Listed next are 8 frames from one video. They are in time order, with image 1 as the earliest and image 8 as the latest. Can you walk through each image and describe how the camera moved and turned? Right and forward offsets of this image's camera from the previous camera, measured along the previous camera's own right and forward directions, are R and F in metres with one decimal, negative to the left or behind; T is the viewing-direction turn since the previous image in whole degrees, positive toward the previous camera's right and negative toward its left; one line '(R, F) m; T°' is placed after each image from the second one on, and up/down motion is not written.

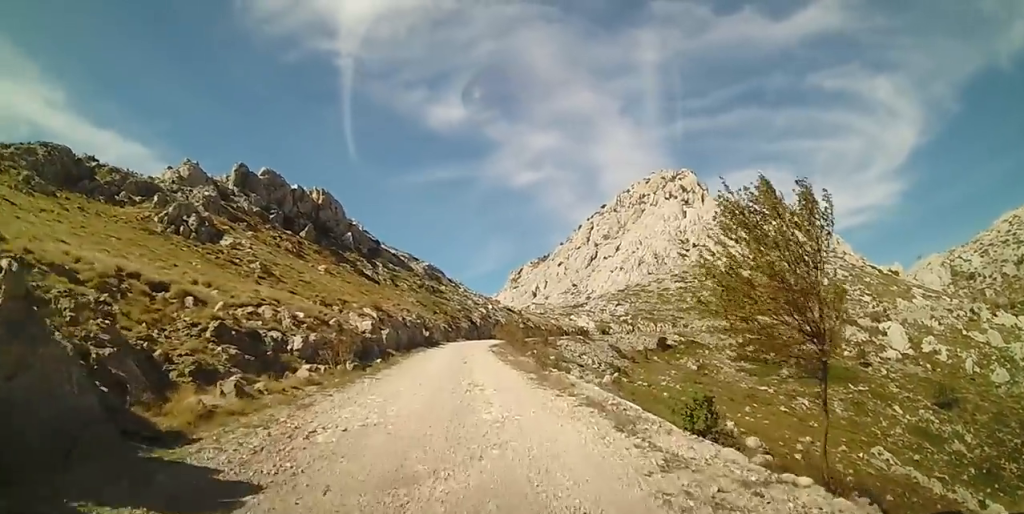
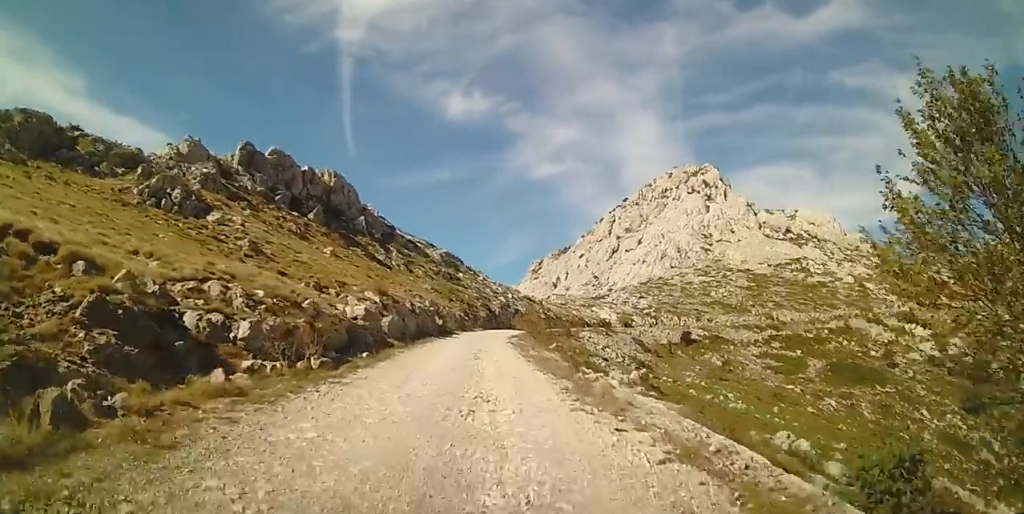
(-0.6, +4.4) m; -2°
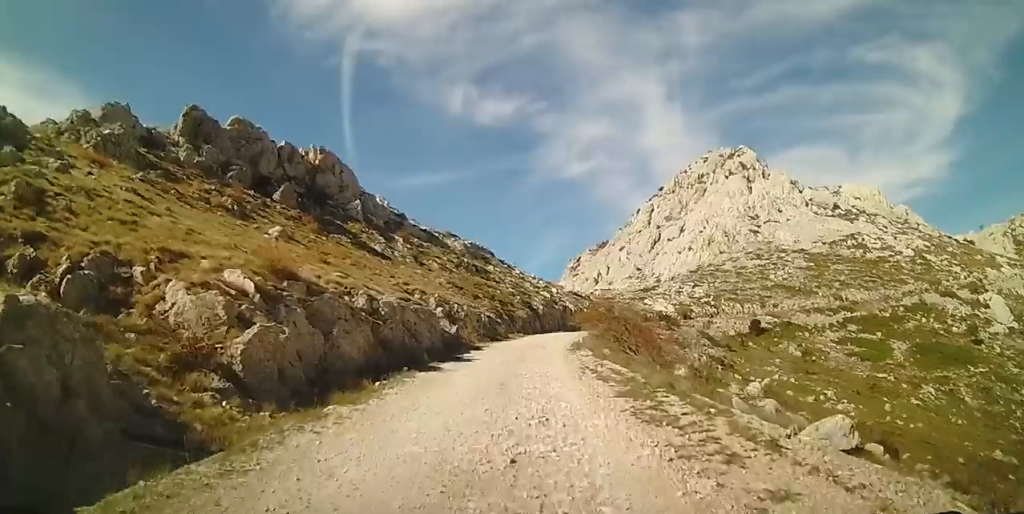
(-0.5, +18.7) m; -1°
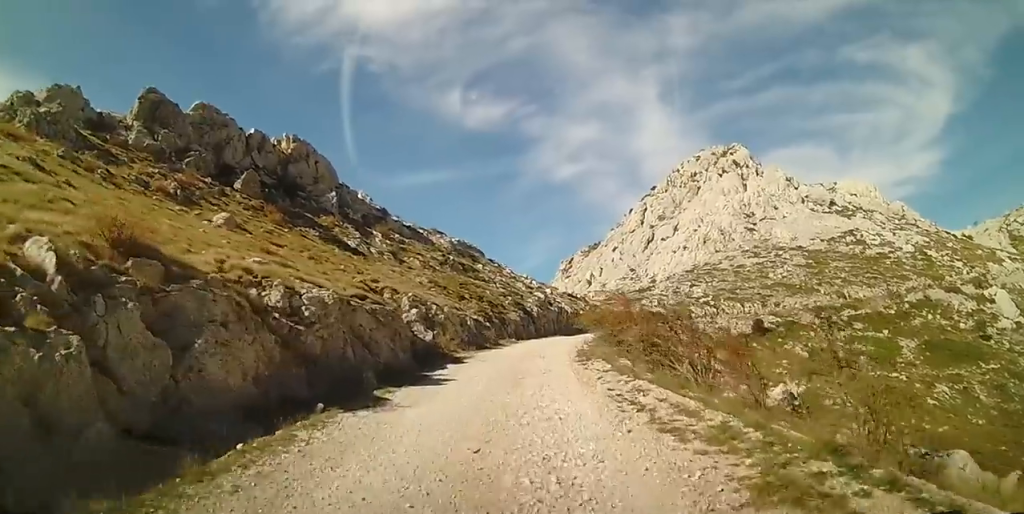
(+0.3, +5.5) m; 0°
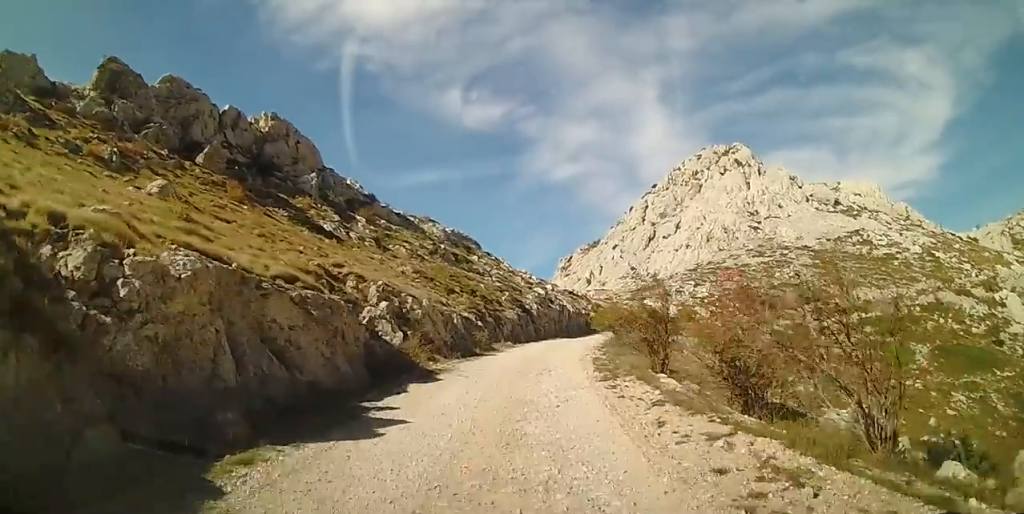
(-0.4, +5.4) m; 0°
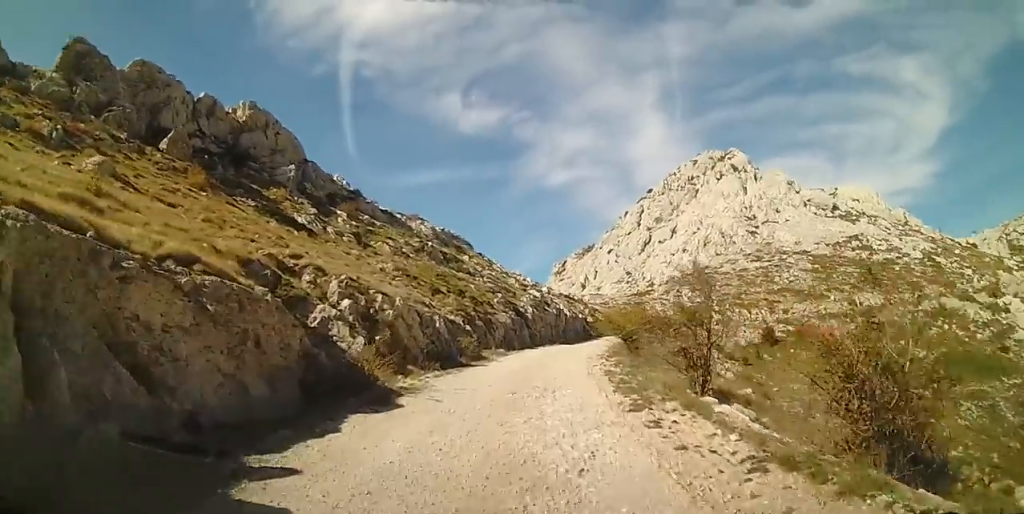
(+0.2, +3.8) m; +2°
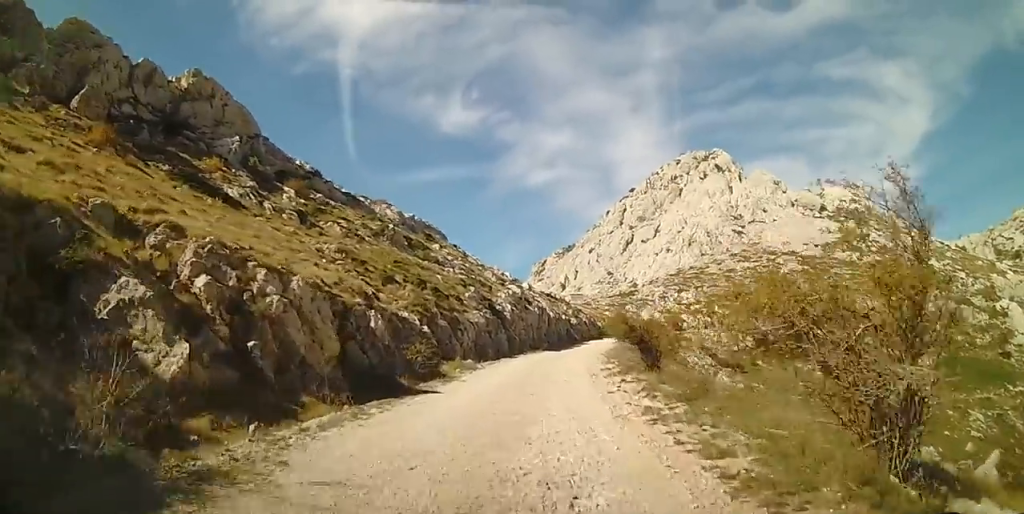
(+0.3, +6.8) m; +4°
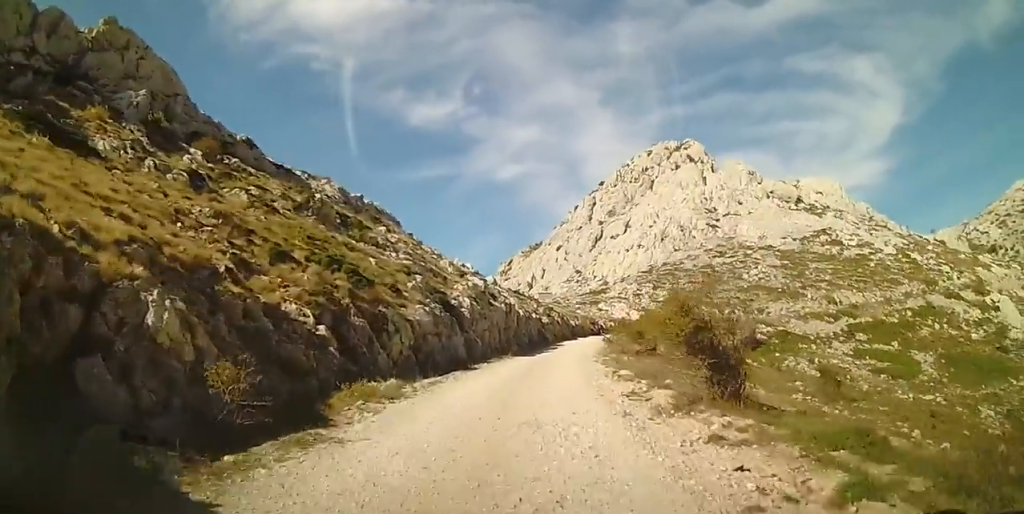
(+0.3, +8.2) m; +3°
